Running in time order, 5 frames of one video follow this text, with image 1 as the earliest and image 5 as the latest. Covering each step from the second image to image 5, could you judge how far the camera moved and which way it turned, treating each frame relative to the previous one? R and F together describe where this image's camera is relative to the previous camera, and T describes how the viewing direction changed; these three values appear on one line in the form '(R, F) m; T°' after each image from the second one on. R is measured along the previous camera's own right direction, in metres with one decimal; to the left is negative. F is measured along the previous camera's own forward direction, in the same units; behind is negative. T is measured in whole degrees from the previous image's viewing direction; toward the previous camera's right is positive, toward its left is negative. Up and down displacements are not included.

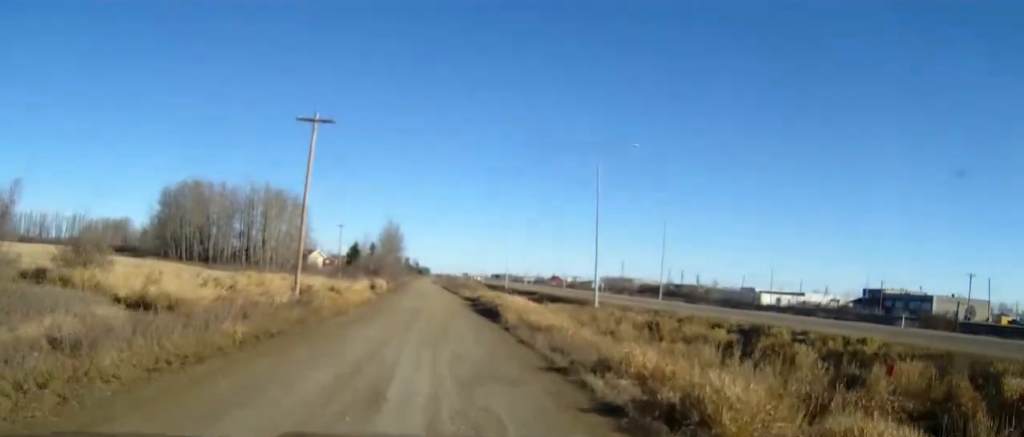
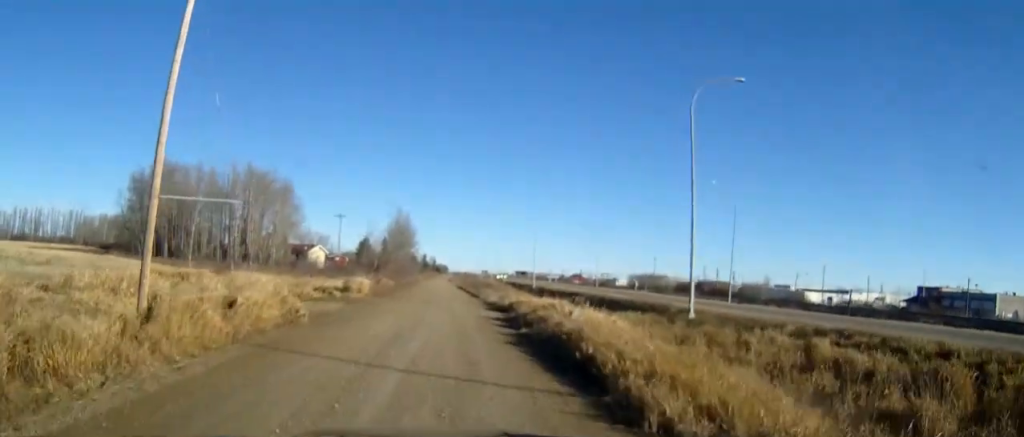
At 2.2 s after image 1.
(+0.1, +20.4) m; 0°
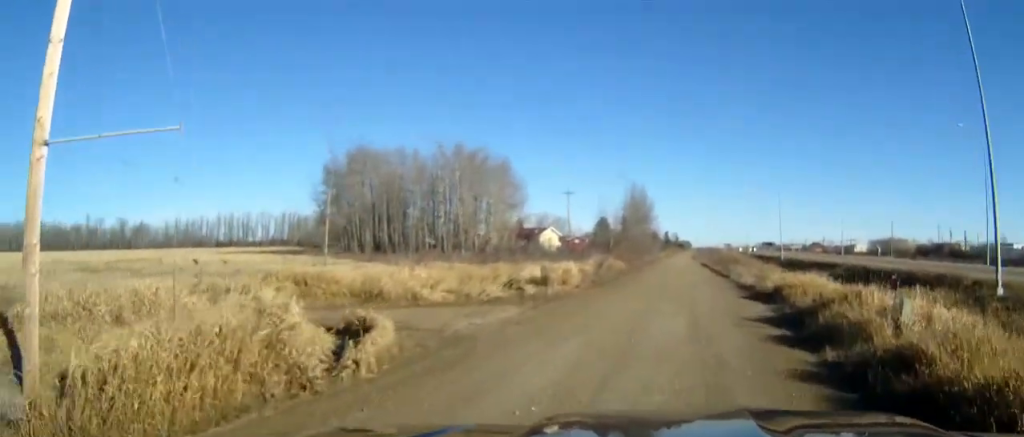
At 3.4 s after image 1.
(0.0, +10.9) m; -1°
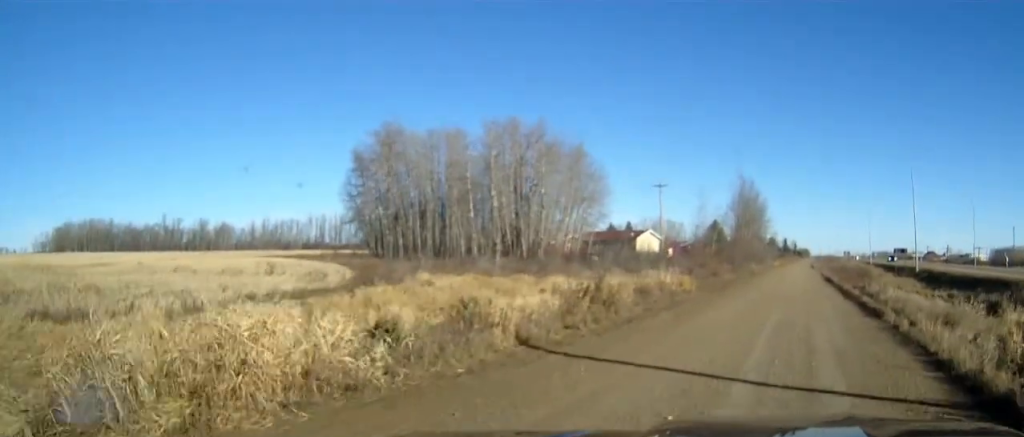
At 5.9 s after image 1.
(-0.3, +21.7) m; -1°
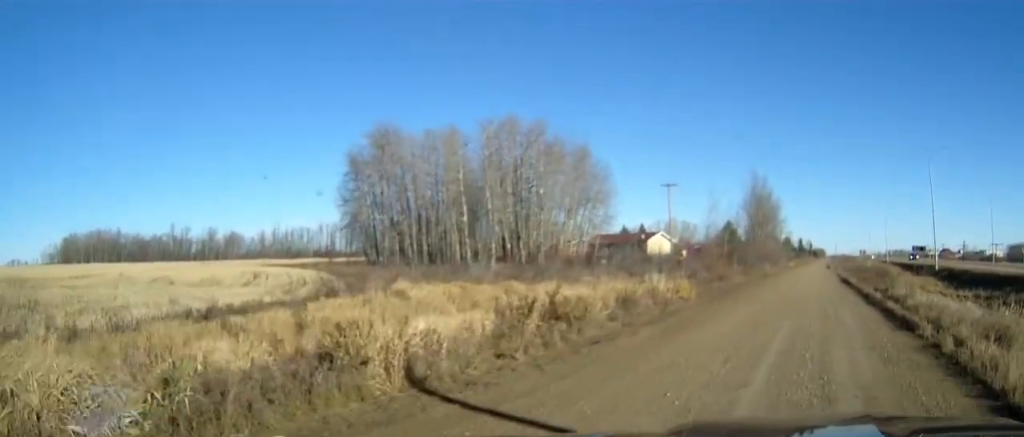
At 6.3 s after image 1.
(0.0, +3.8) m; 0°
